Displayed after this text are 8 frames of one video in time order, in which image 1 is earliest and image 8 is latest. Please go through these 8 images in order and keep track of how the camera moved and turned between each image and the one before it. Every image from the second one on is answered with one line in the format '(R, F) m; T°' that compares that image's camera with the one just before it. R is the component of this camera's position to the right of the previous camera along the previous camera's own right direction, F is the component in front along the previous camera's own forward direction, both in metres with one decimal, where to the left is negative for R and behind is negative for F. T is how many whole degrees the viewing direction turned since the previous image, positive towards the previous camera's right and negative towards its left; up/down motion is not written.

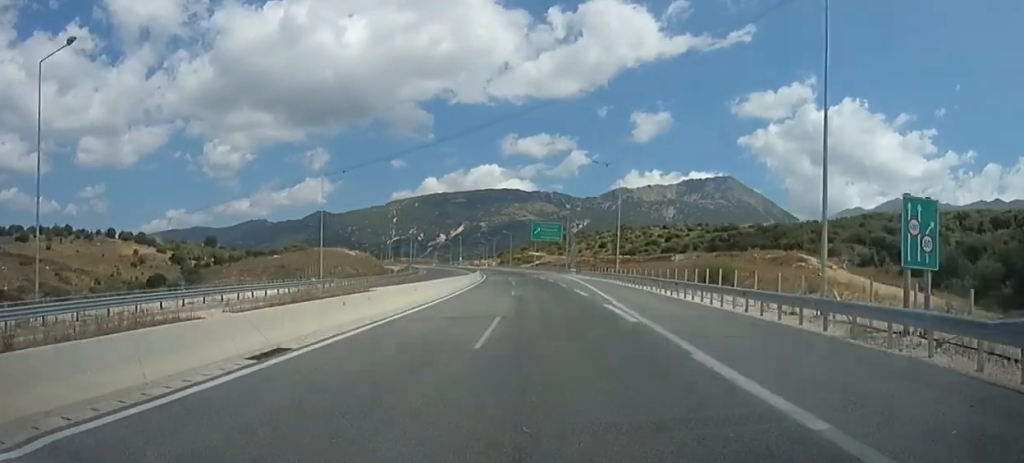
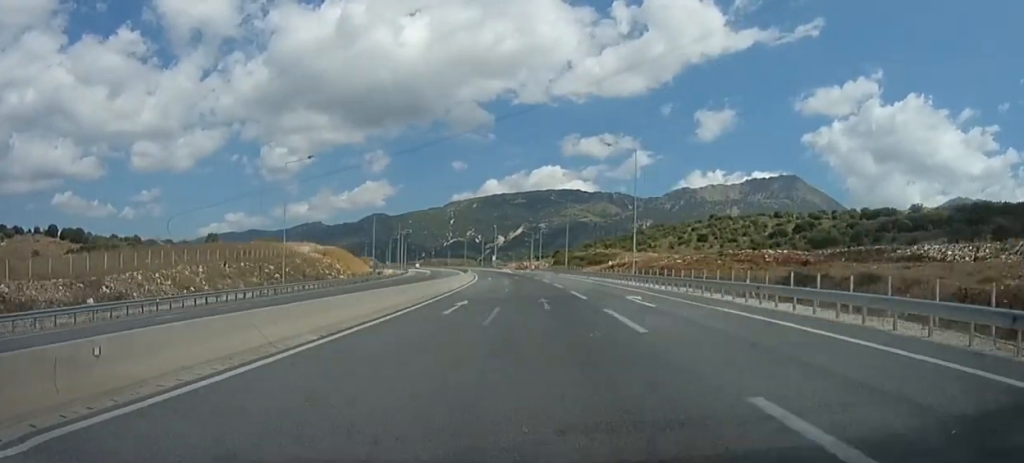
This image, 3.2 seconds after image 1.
(-5.4, +89.7) m; -7°
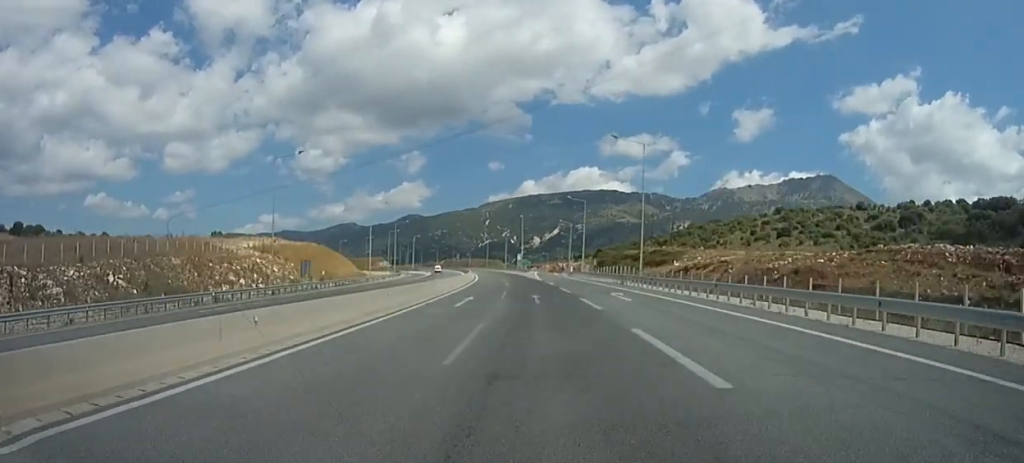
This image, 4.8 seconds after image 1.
(-1.4, +43.7) m; -4°
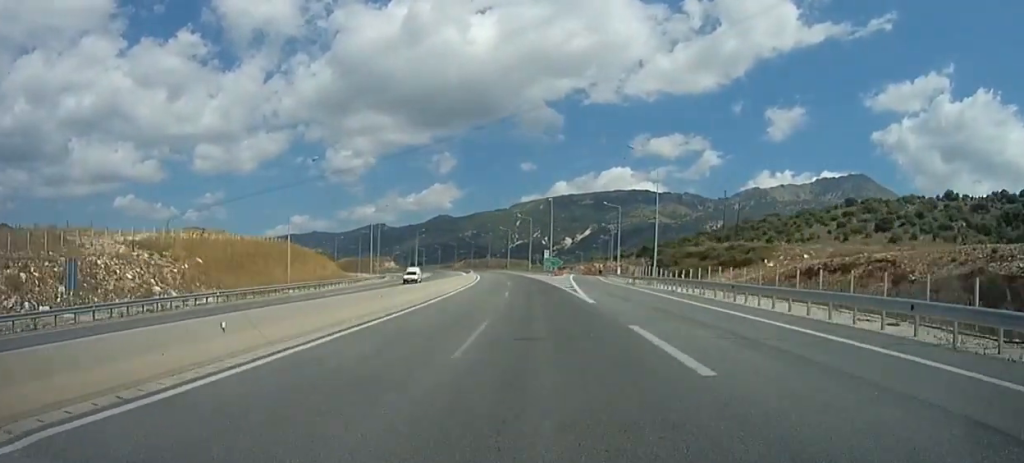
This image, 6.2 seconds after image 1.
(-1.4, +36.7) m; -3°
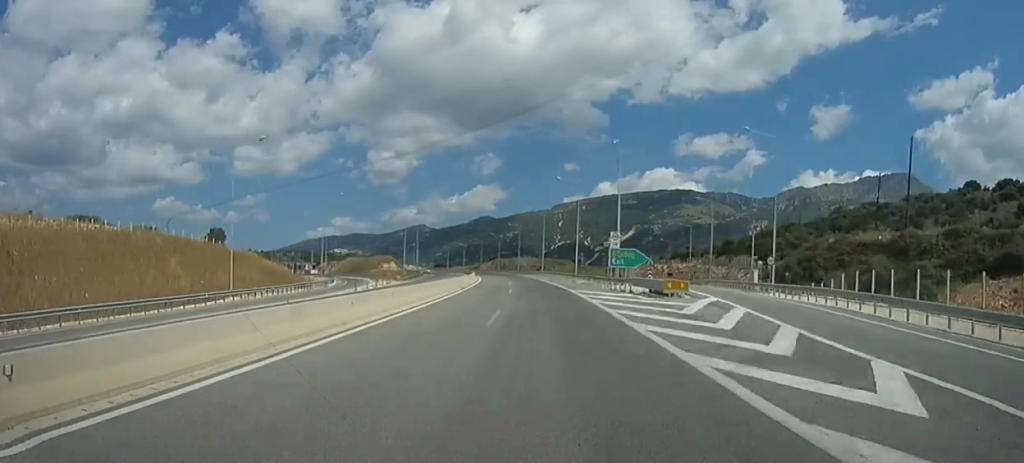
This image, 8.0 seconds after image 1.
(-2.0, +50.7) m; -4°
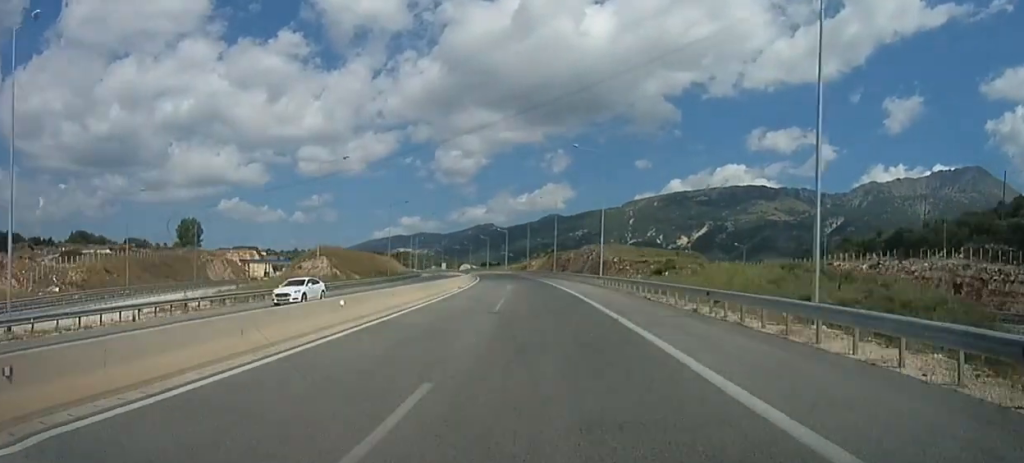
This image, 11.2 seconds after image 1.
(-5.5, +87.8) m; -8°
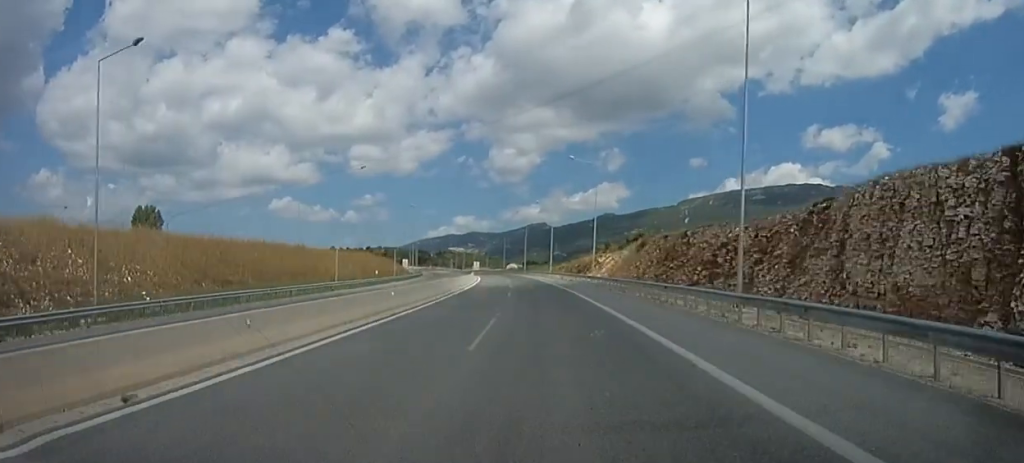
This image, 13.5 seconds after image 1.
(-3.3, +65.4) m; -5°
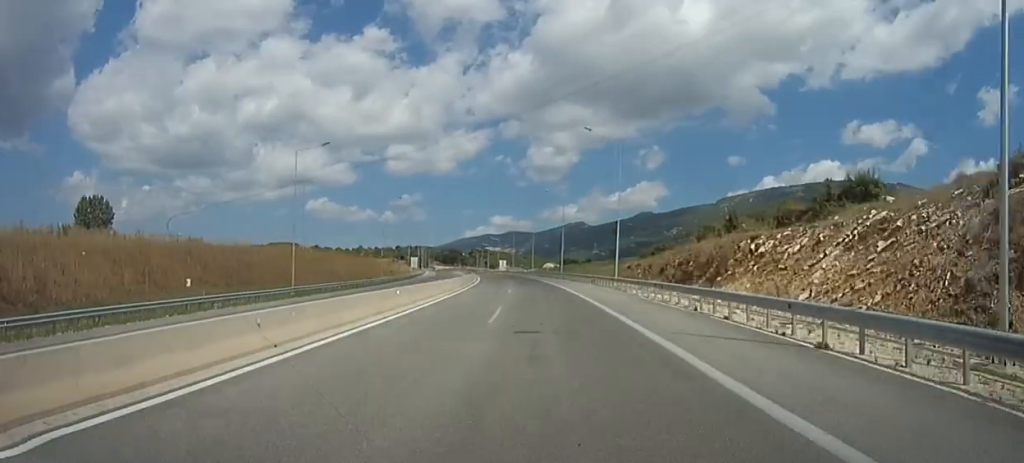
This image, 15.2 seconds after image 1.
(-1.3, +47.3) m; -4°
